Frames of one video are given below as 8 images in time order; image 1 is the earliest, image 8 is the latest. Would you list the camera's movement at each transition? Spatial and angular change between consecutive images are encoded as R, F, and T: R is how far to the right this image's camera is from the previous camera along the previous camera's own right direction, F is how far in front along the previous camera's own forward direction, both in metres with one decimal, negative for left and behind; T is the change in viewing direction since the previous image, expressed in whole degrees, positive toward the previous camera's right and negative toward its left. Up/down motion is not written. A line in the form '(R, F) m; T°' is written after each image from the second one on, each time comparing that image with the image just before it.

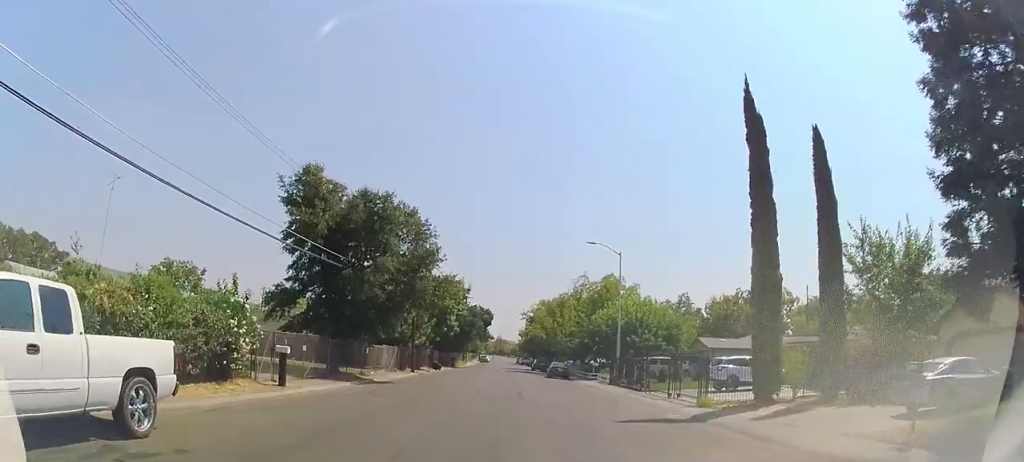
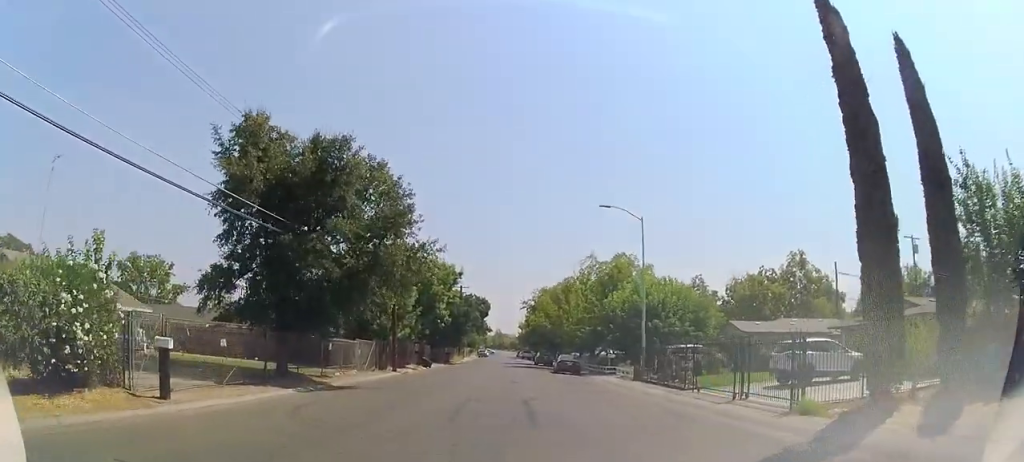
(0.0, +6.7) m; 0°
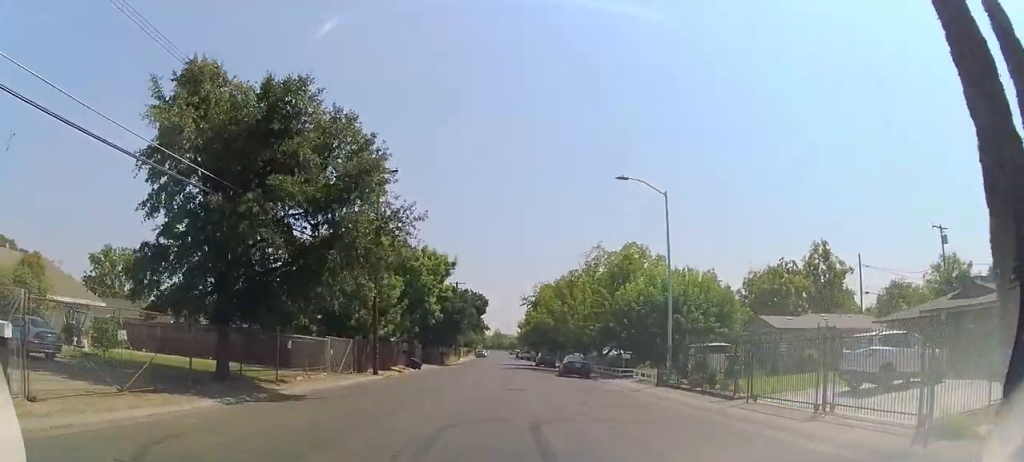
(0.0, +4.5) m; 0°
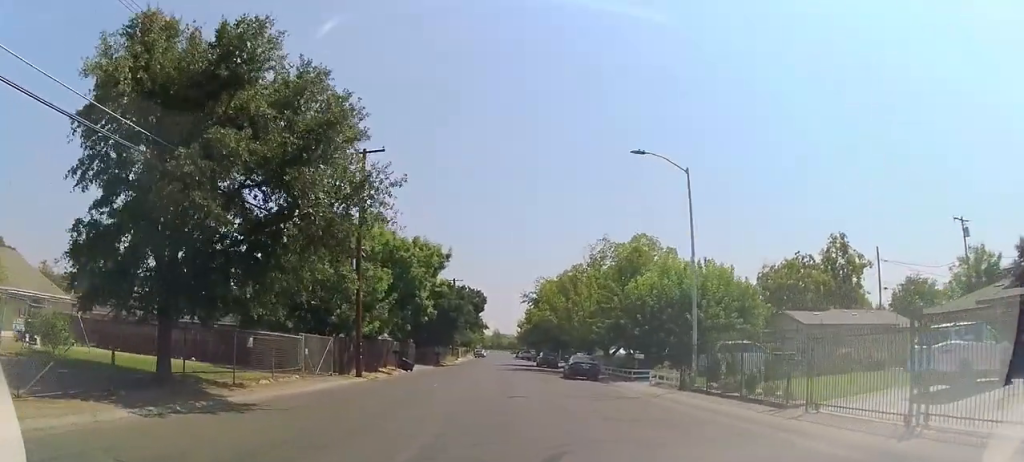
(0.0, +3.0) m; 0°
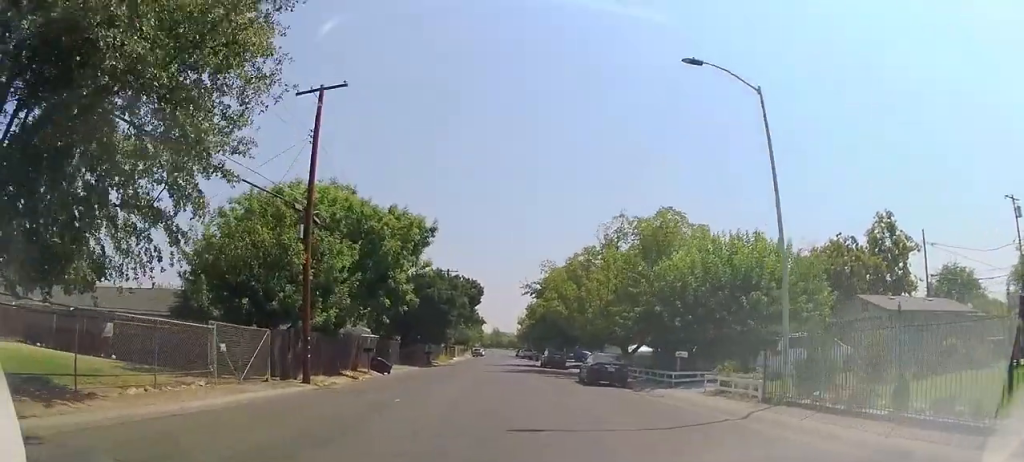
(0.0, +6.9) m; 0°
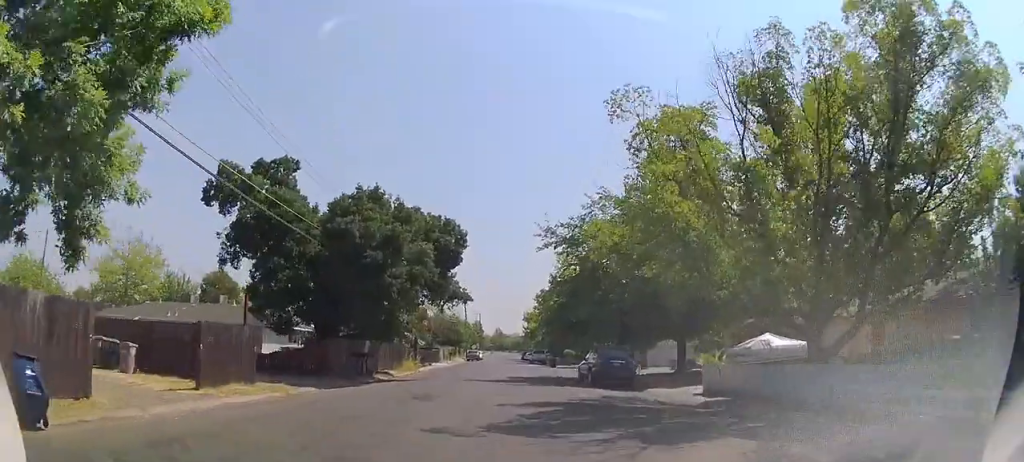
(0.0, +24.4) m; 0°
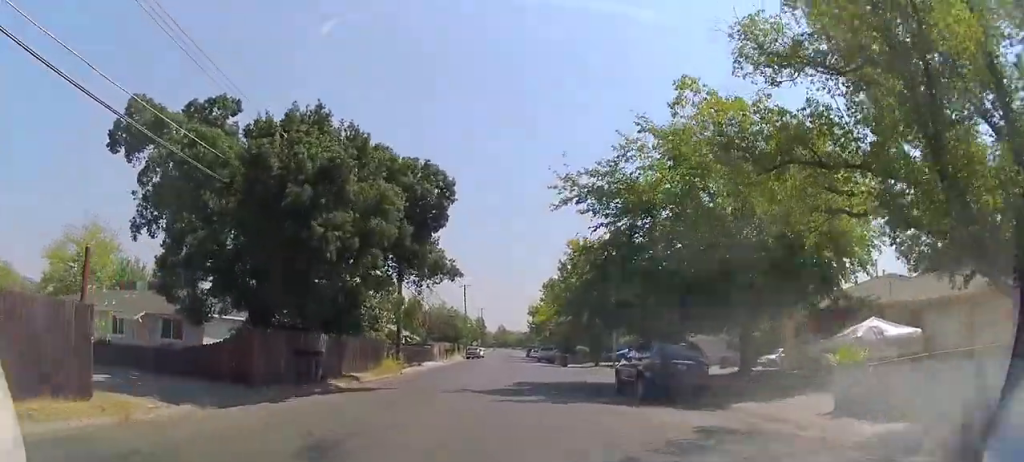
(0.0, +8.2) m; 0°
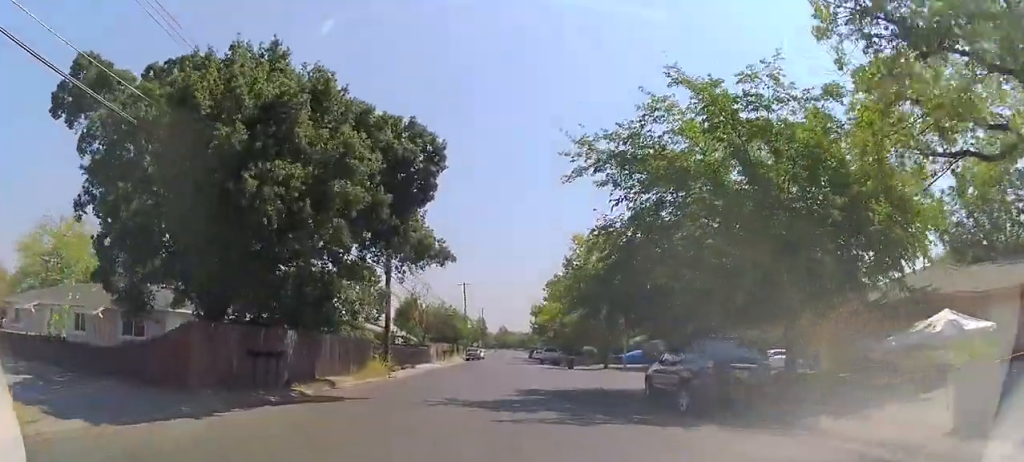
(0.0, +3.9) m; 0°
